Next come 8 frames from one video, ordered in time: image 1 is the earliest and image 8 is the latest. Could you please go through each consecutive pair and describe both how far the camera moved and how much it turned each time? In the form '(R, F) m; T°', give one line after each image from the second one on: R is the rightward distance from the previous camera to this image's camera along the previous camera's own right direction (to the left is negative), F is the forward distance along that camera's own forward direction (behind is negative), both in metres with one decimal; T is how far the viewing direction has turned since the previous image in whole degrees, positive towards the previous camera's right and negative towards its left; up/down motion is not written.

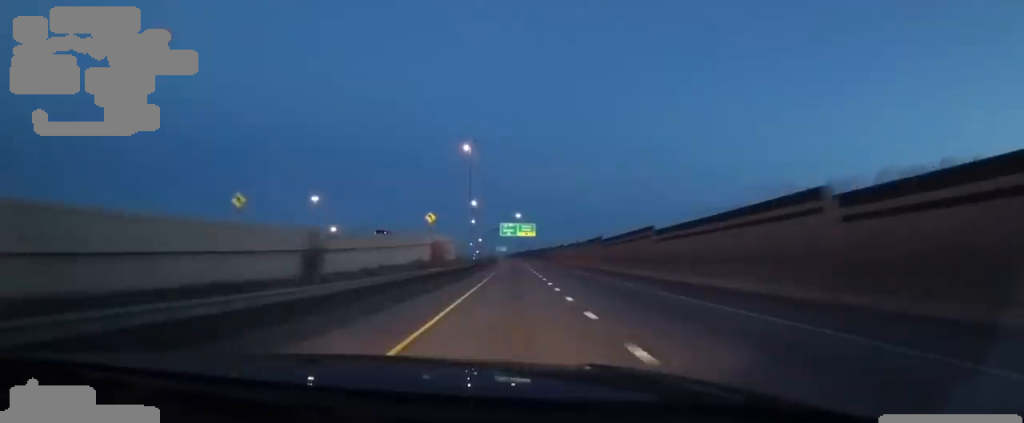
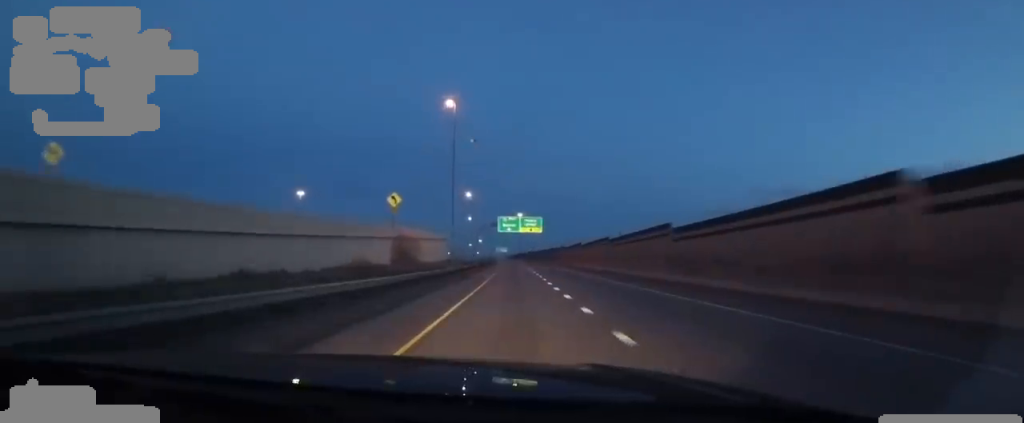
(-0.3, +21.7) m; -2°
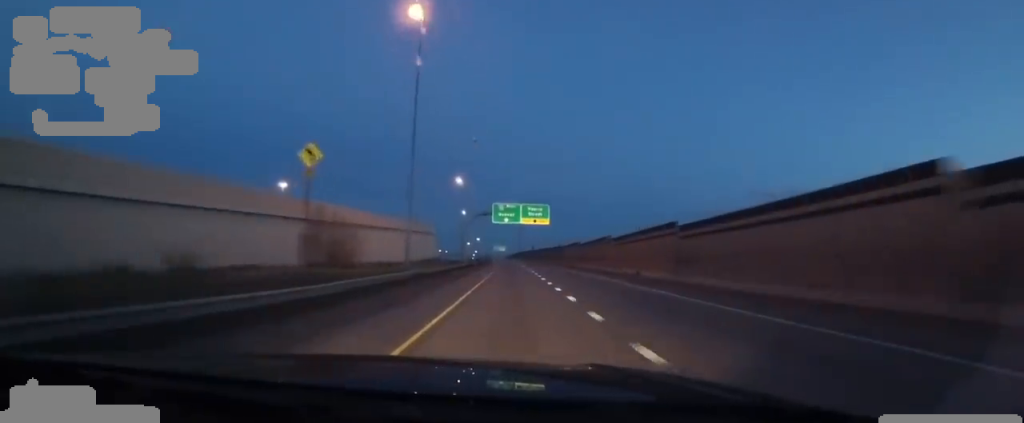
(-0.8, +20.0) m; -1°
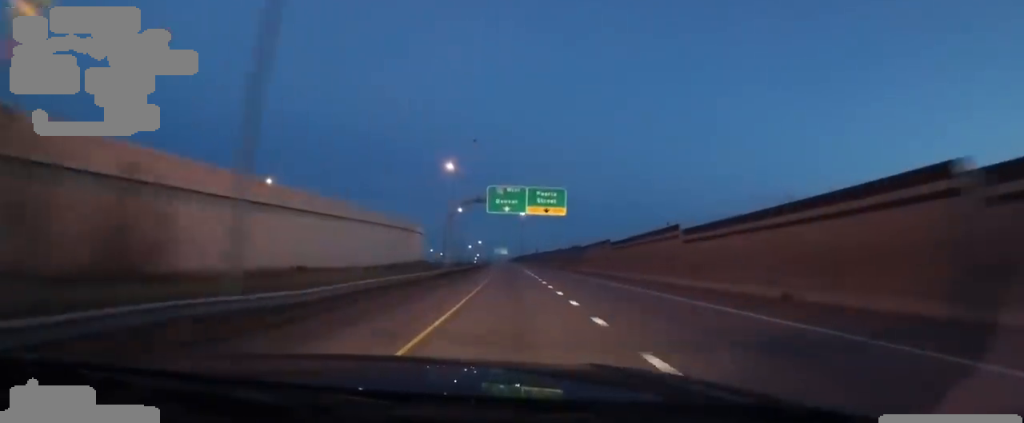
(+0.4, +19.4) m; +1°
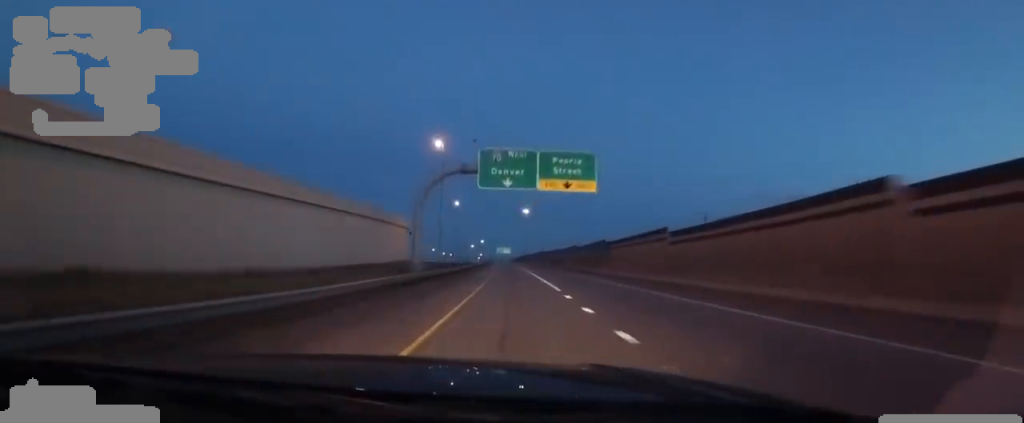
(+0.2, +16.4) m; +1°
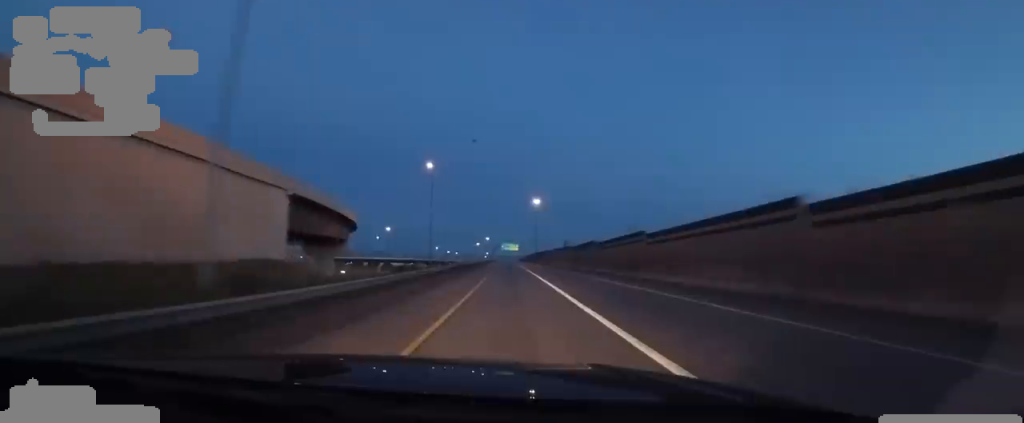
(-0.6, +50.3) m; -1°
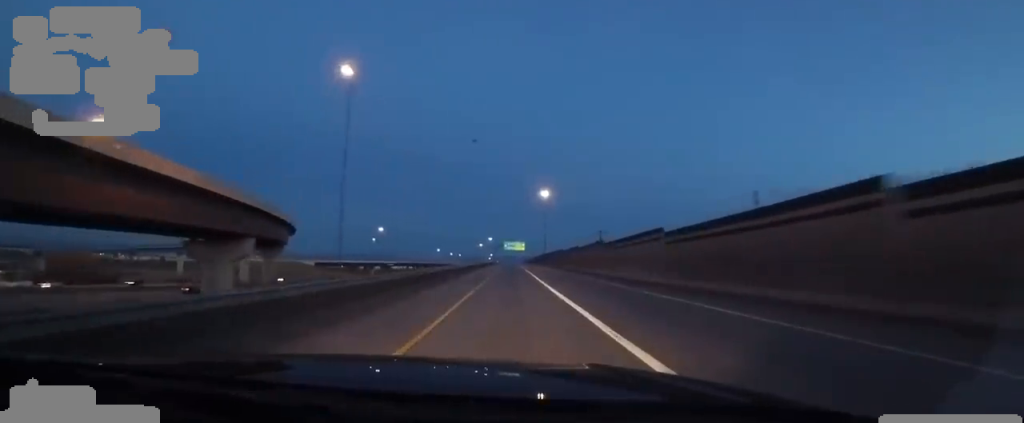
(-0.4, +40.9) m; -3°
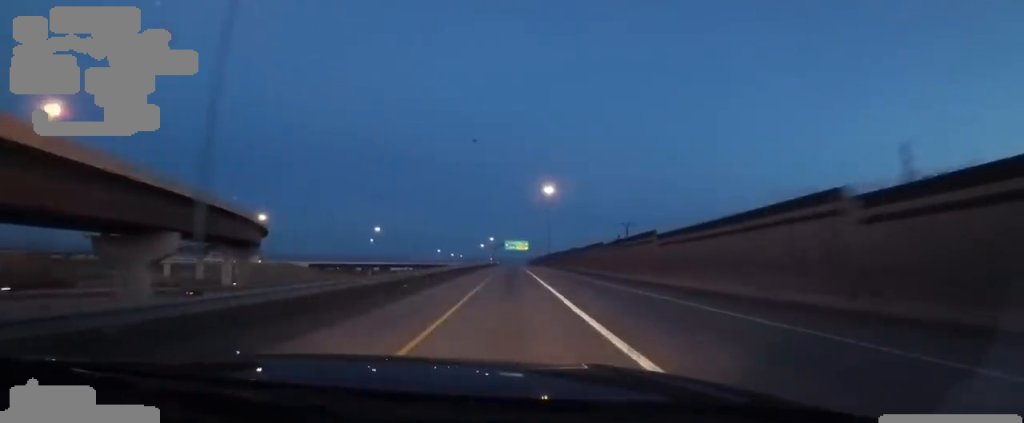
(-0.7, +16.8) m; -1°
